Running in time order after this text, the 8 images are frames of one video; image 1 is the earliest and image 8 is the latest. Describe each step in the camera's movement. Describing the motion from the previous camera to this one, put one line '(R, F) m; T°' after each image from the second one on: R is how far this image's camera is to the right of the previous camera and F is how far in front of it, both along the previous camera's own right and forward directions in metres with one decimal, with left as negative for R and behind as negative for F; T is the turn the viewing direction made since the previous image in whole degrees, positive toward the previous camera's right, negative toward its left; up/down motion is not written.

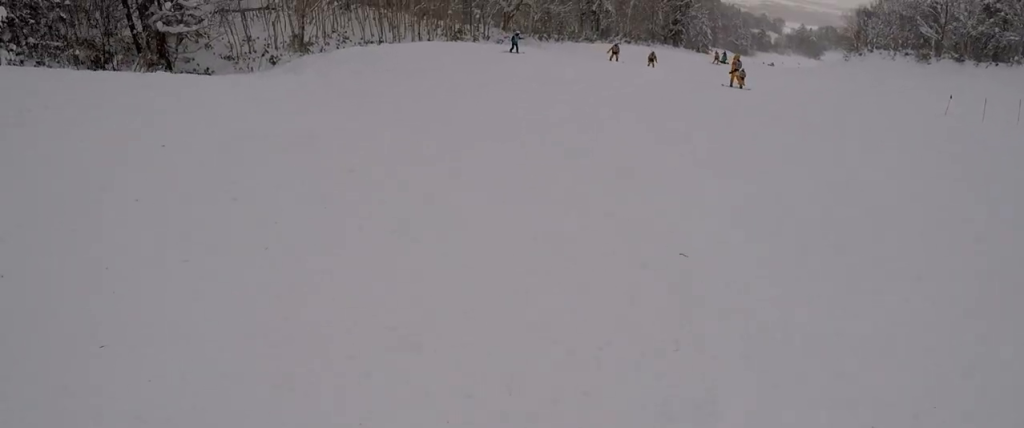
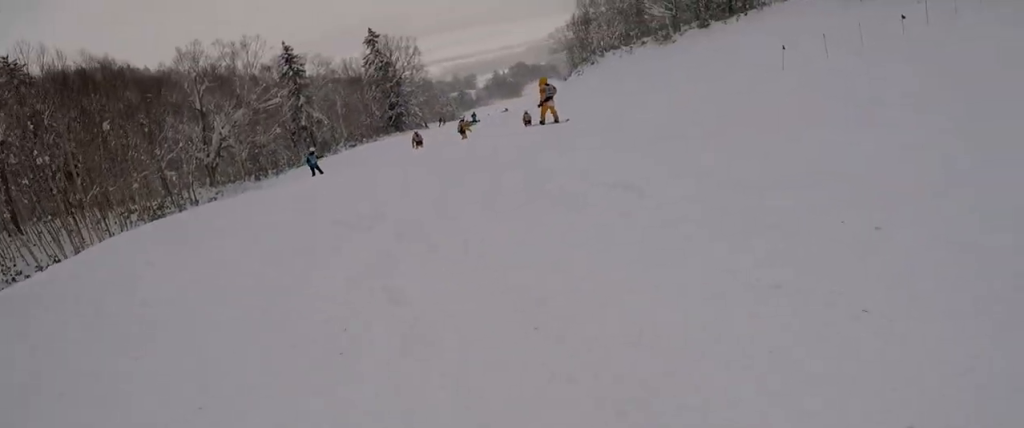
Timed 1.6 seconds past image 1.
(+2.2, +12.5) m; +33°
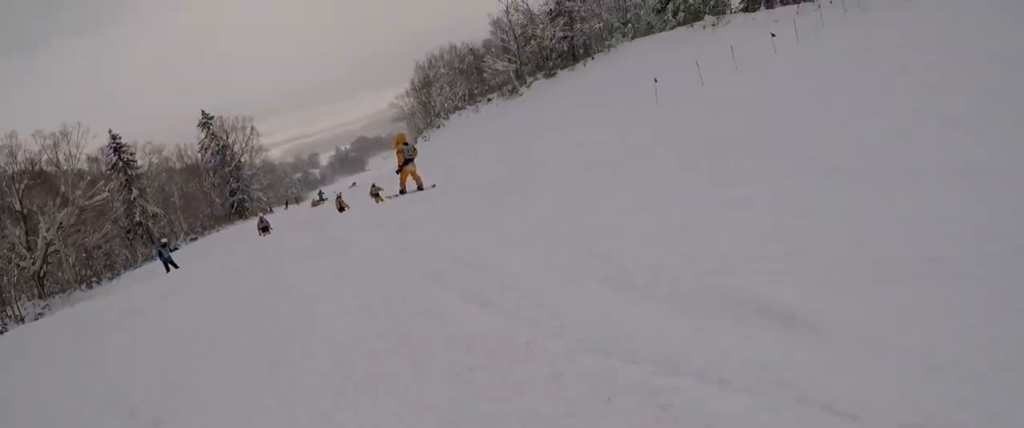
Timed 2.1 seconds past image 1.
(+0.5, +4.4) m; +17°
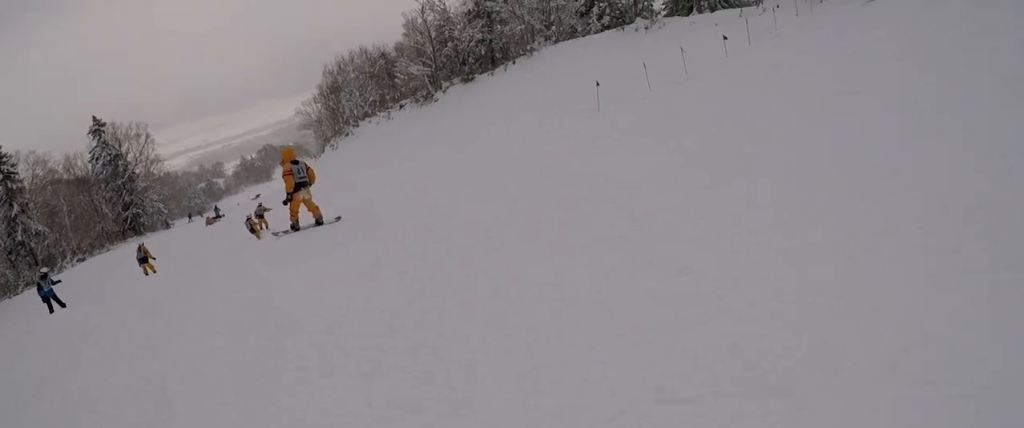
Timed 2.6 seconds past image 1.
(+0.8, +4.3) m; +8°
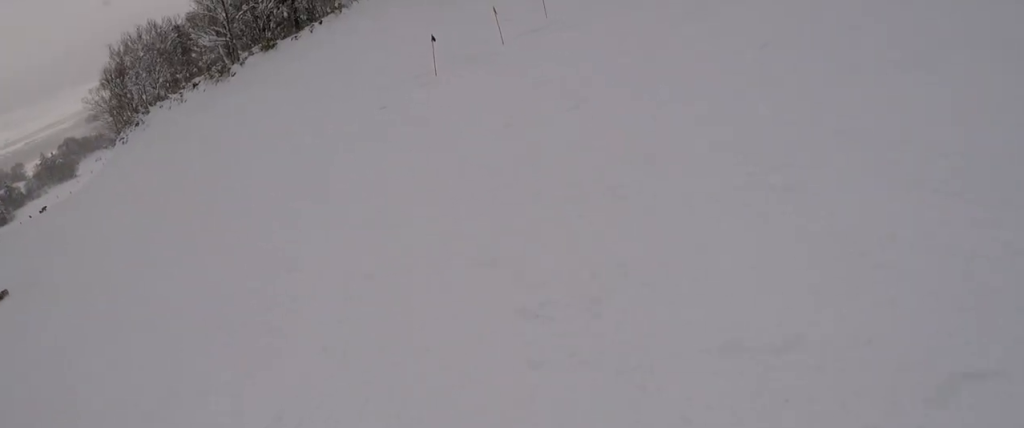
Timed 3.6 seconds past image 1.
(+1.0, +7.8) m; +4°
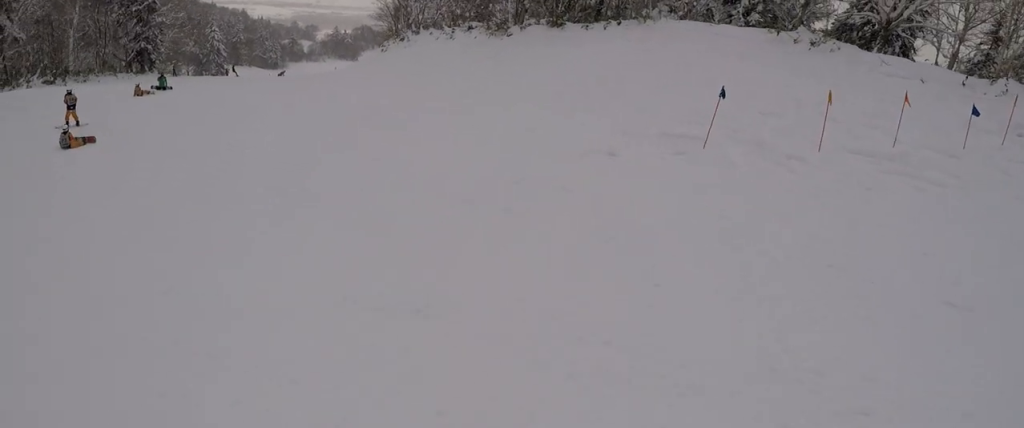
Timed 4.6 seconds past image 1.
(-0.7, +8.7) m; -14°
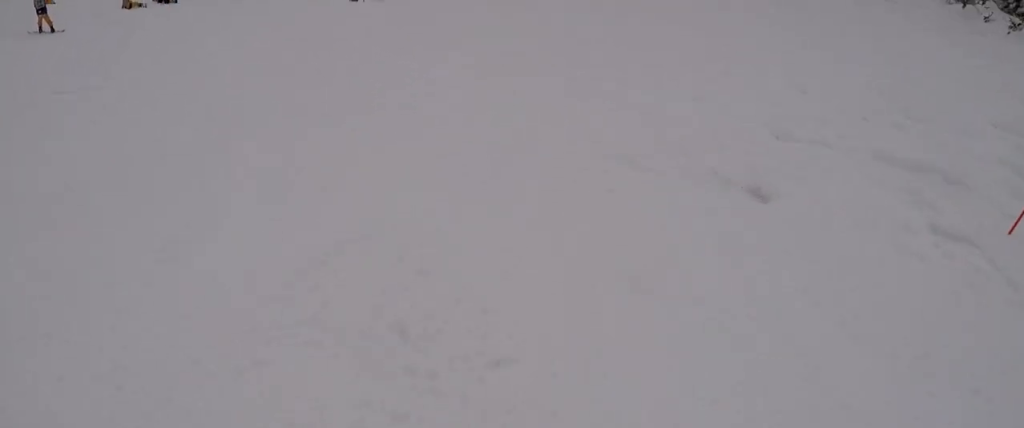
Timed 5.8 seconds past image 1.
(-1.6, +9.6) m; -23°
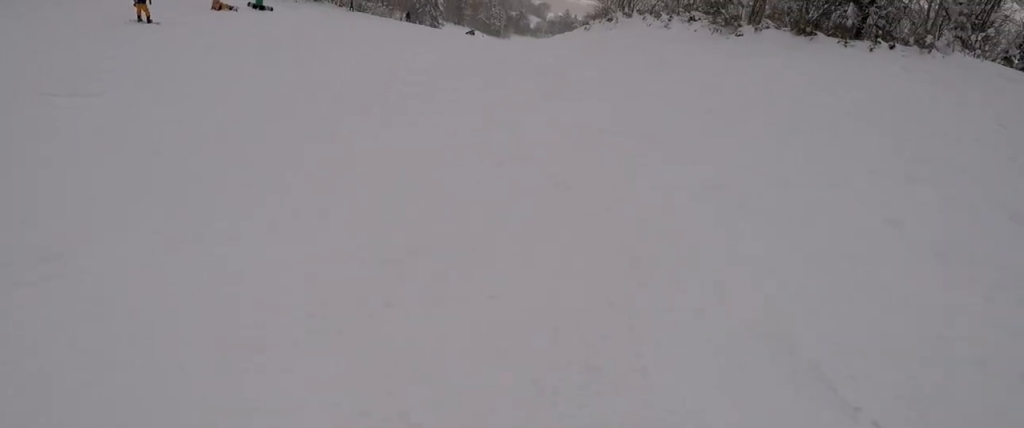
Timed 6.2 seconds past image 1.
(+0.3, +3.5) m; -8°
